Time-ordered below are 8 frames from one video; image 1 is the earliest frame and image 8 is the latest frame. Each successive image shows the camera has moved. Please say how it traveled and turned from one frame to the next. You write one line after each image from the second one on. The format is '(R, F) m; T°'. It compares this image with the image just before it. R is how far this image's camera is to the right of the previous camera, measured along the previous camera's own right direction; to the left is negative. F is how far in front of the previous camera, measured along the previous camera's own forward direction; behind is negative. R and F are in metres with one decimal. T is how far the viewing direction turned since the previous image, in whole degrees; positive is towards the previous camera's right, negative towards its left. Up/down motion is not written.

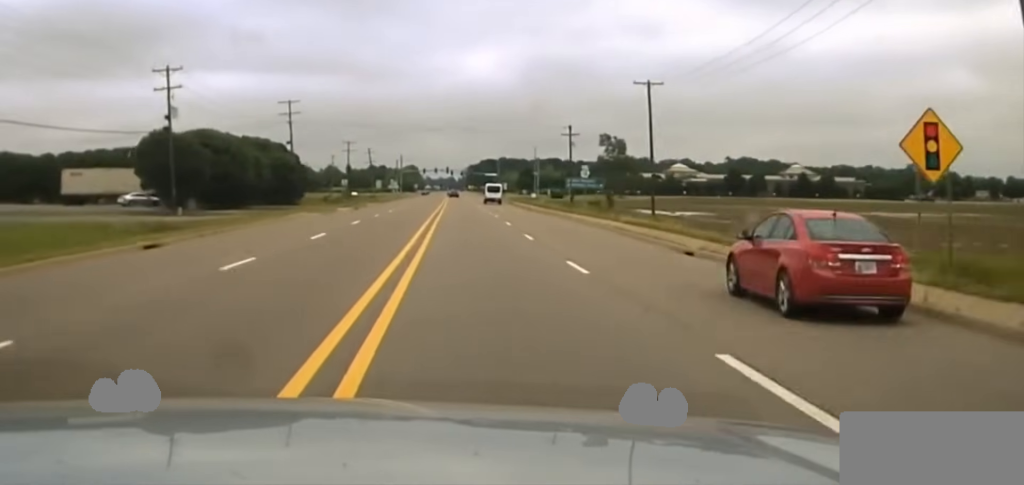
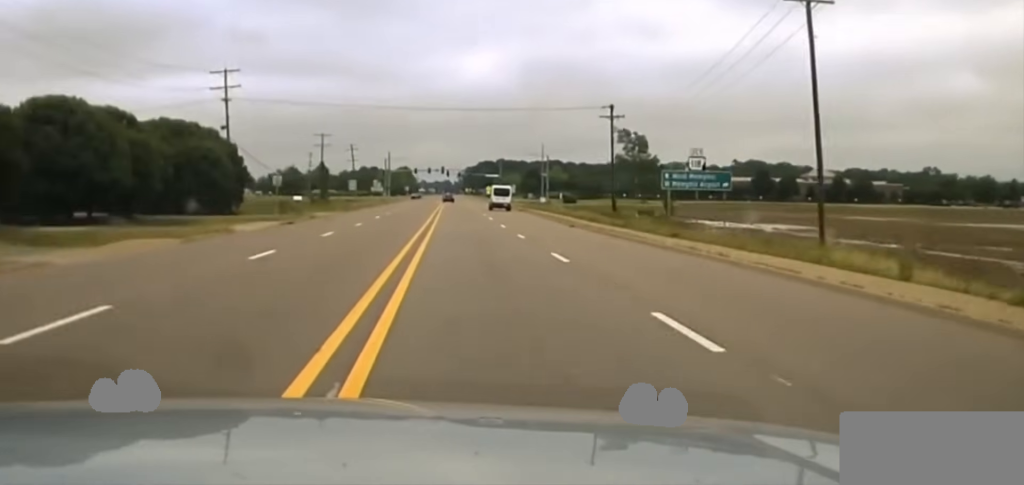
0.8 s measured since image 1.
(+0.1, +42.3) m; +1°
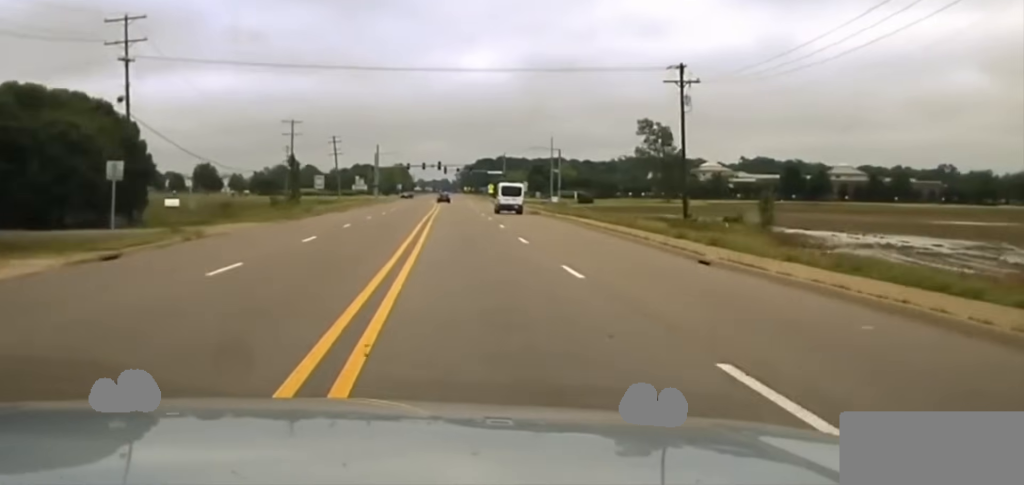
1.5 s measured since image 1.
(+0.3, +29.7) m; +1°
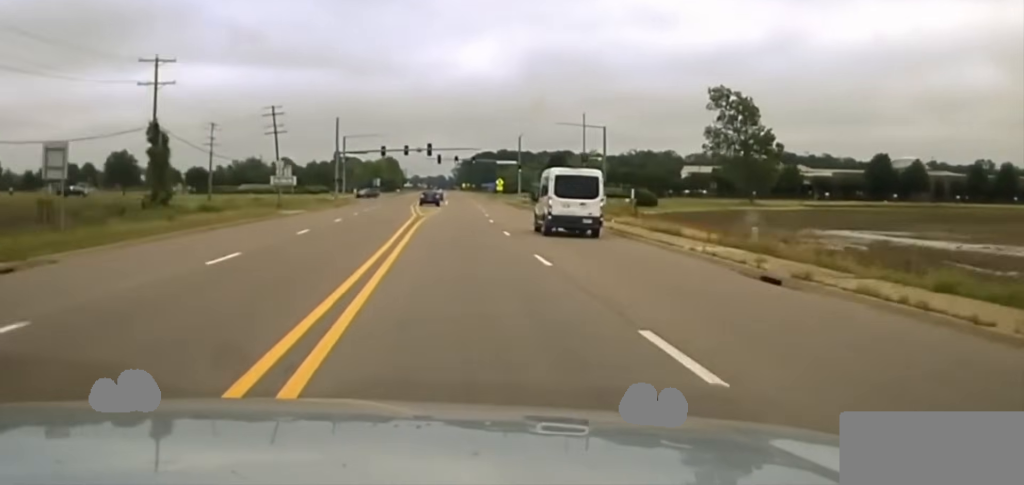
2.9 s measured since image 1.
(+0.2, +53.7) m; 0°
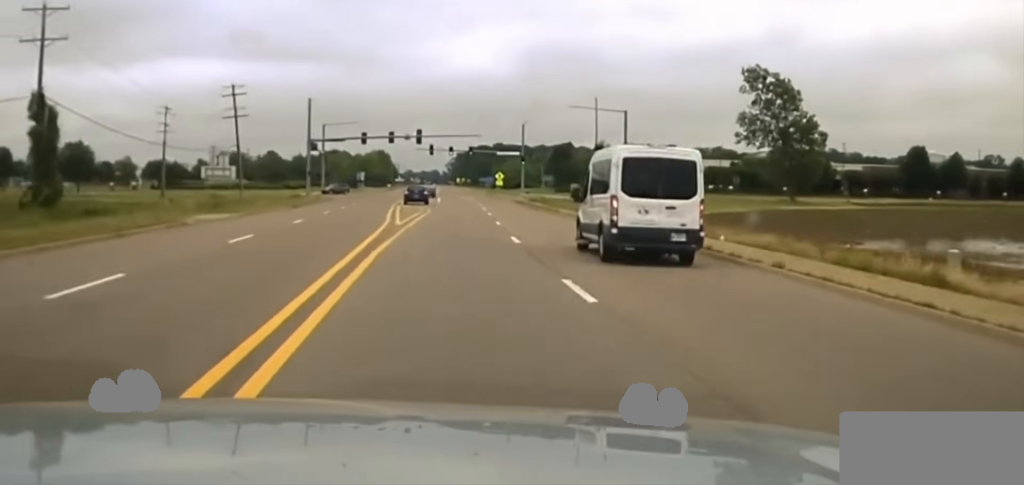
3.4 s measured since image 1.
(0.0, +16.0) m; 0°
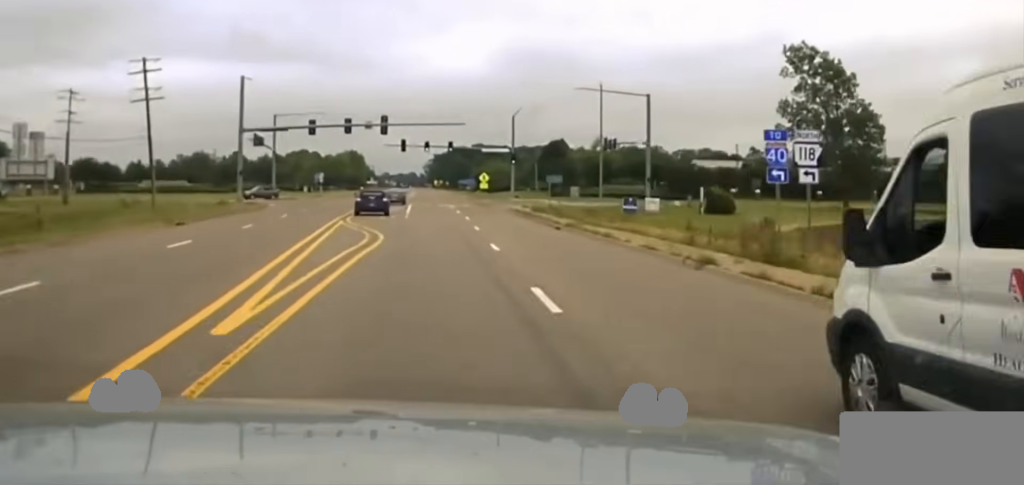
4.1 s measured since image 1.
(+0.1, +20.2) m; 0°
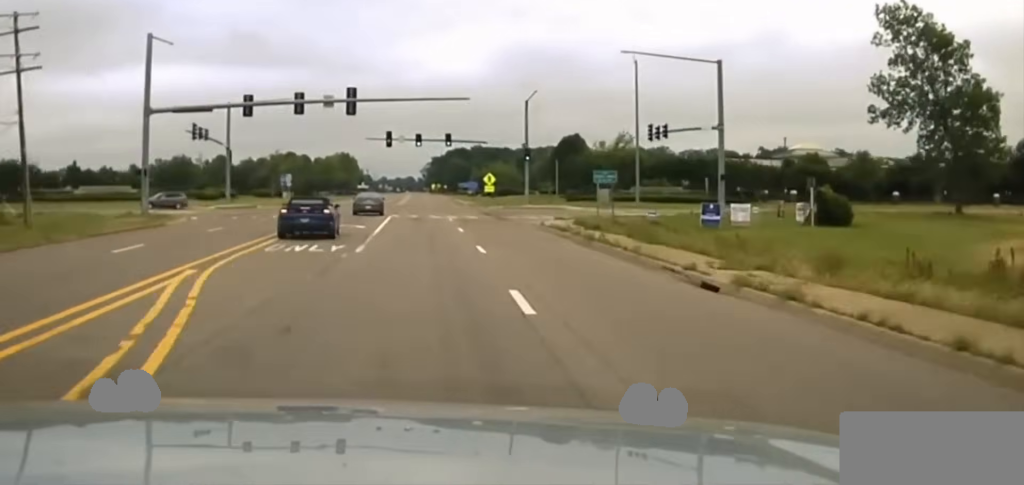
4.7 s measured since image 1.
(+0.1, +19.6) m; 0°
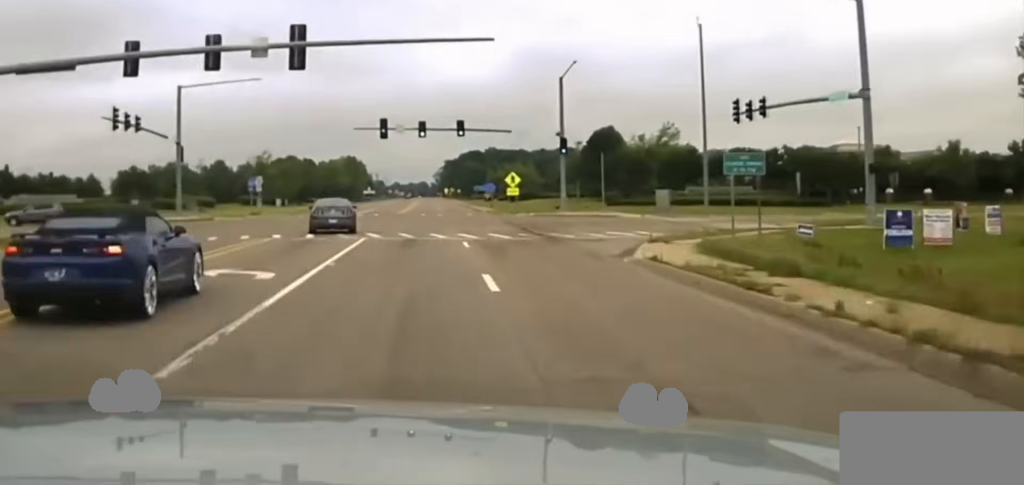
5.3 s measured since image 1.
(0.0, +19.3) m; -1°
